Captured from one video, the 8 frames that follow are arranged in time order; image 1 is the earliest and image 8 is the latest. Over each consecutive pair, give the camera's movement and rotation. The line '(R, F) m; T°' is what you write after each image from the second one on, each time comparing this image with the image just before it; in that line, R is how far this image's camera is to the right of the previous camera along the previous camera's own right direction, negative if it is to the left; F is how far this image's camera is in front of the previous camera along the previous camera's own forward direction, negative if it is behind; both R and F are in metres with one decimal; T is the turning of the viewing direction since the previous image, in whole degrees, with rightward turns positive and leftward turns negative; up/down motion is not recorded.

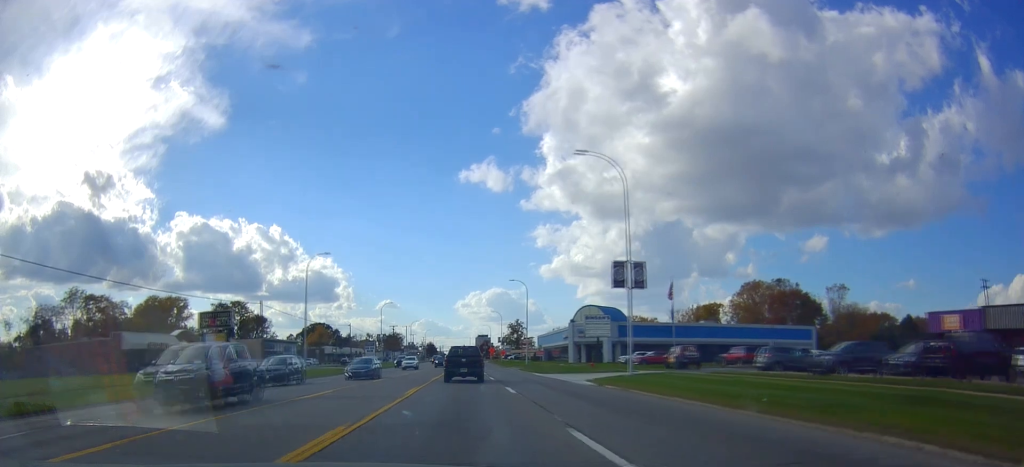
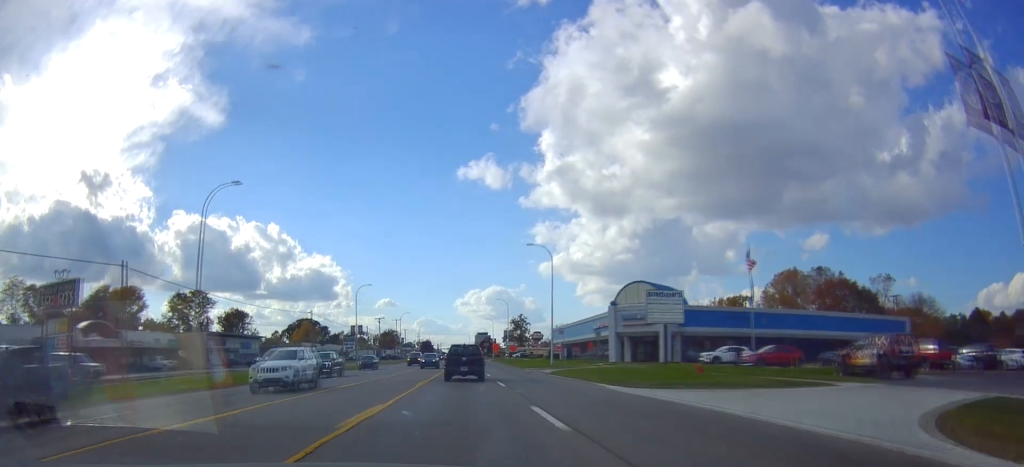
(-0.6, +25.9) m; -2°
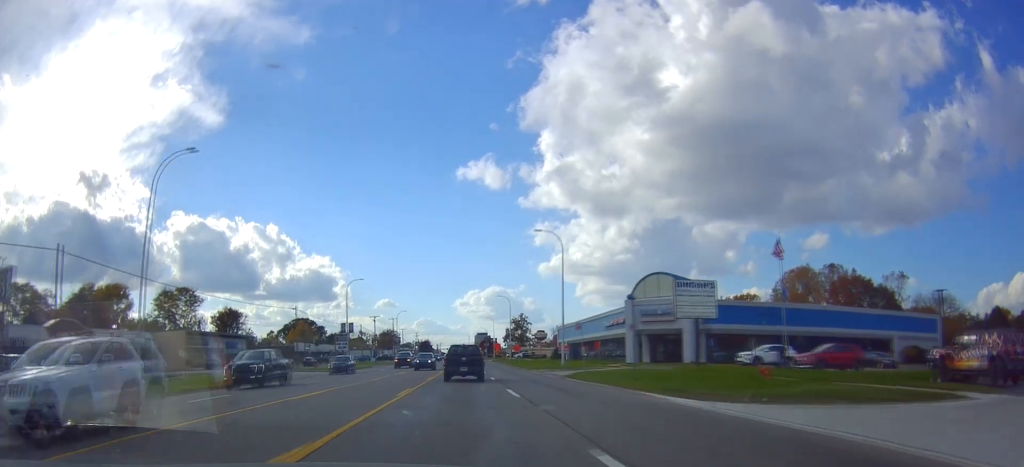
(-0.2, +7.1) m; 0°
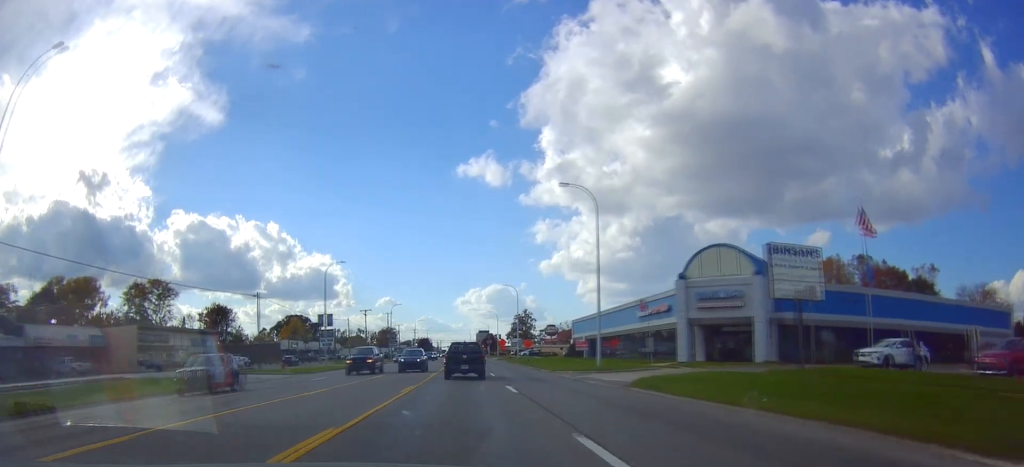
(+0.5, +13.9) m; +2°
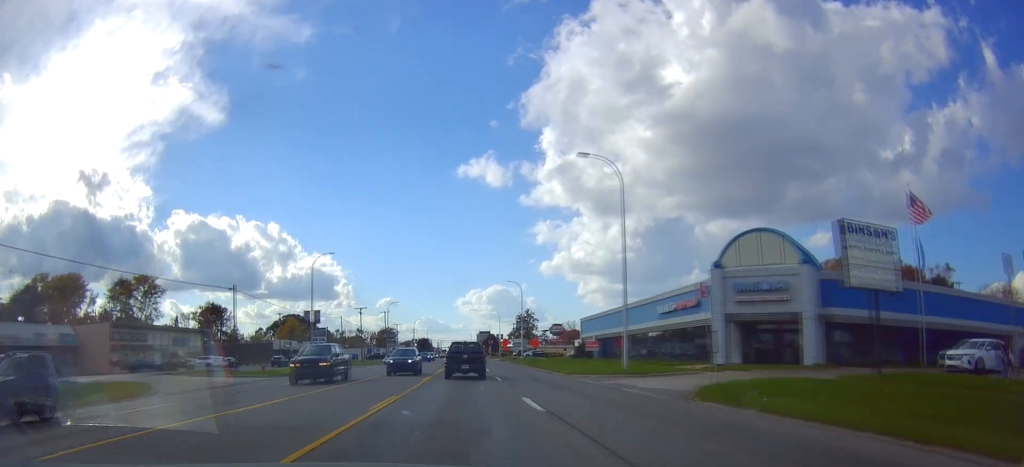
(0.0, +6.4) m; 0°
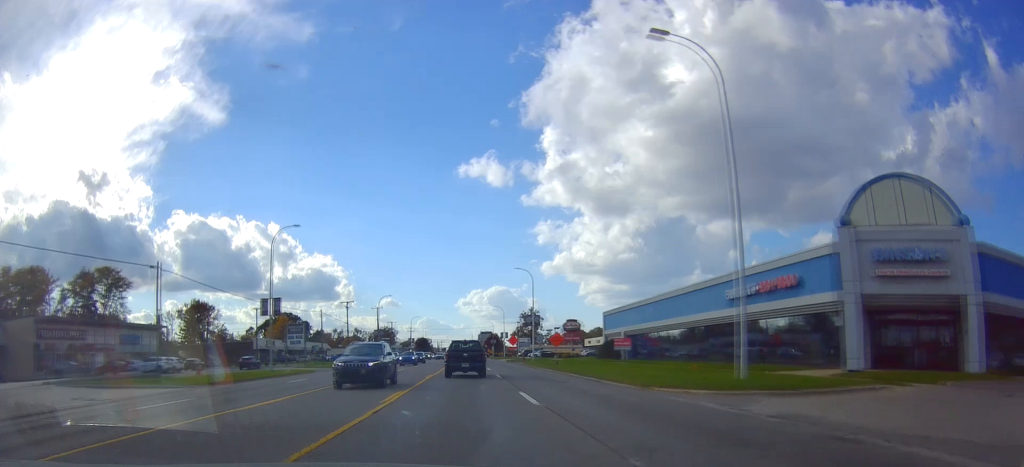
(0.0, +14.2) m; 0°
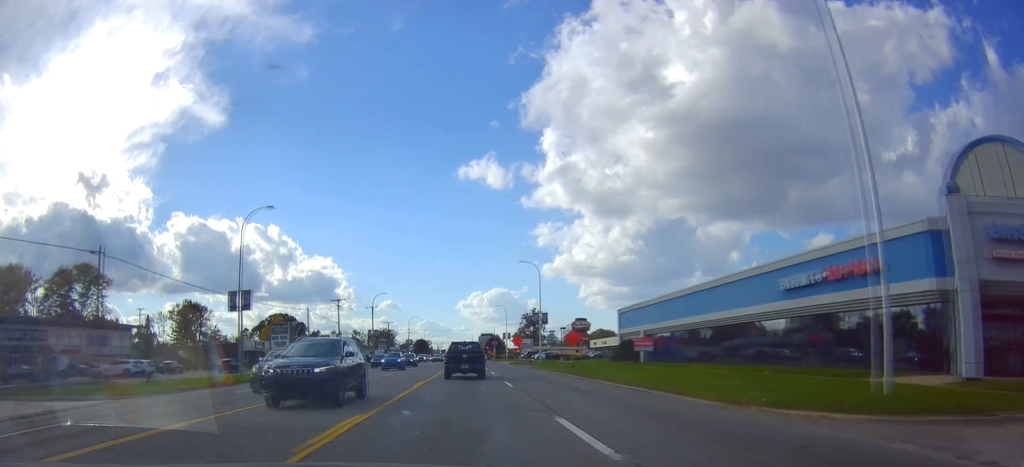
(0.0, +7.4) m; 0°
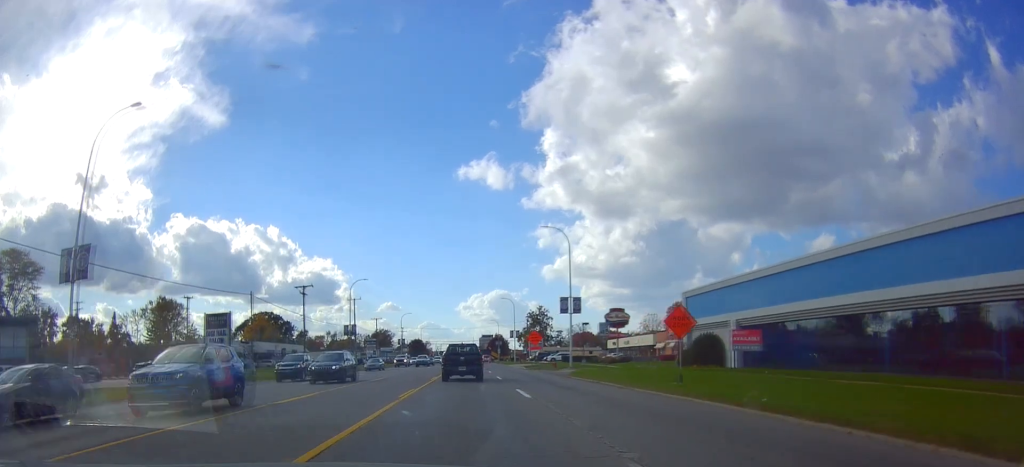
(-0.4, +20.9) m; -2°
